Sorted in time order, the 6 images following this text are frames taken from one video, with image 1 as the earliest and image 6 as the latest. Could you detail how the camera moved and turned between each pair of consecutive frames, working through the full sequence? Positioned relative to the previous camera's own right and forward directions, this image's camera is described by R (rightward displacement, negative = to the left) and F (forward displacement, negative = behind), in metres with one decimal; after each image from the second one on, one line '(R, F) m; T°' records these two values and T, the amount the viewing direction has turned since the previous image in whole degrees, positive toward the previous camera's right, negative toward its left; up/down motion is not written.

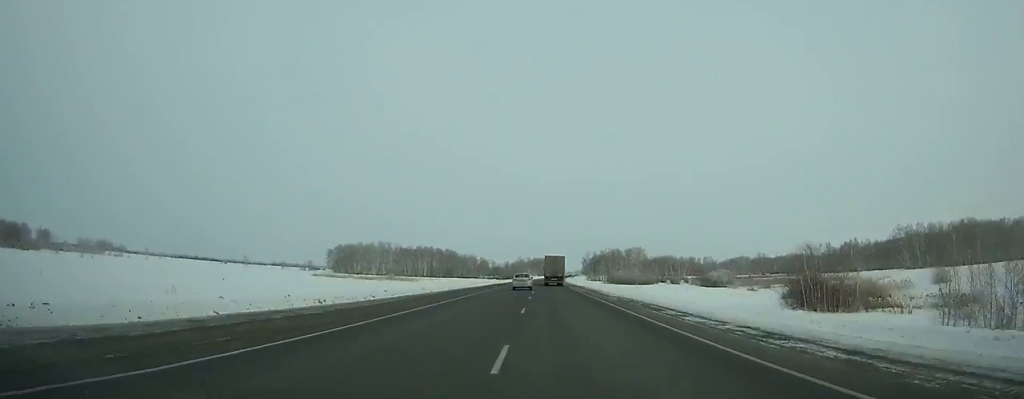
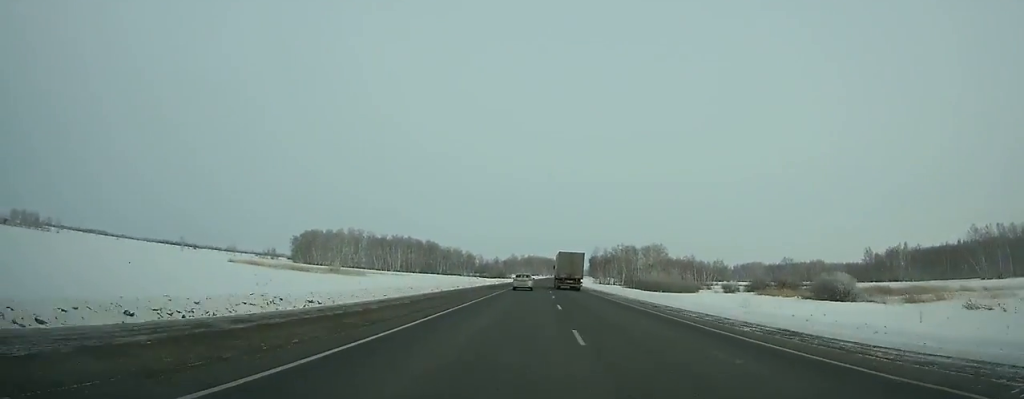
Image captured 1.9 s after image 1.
(+0.4, +57.0) m; +1°
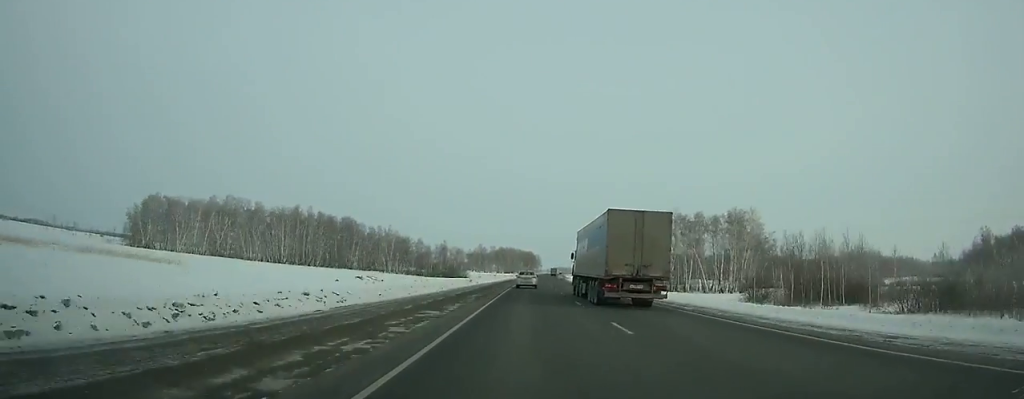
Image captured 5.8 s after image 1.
(+1.8, +119.0) m; +2°
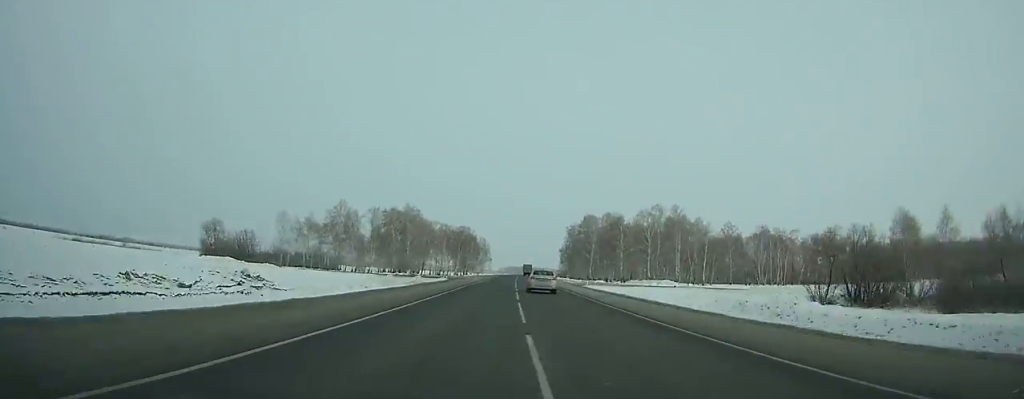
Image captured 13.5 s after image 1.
(+9.0, +234.5) m; +4°
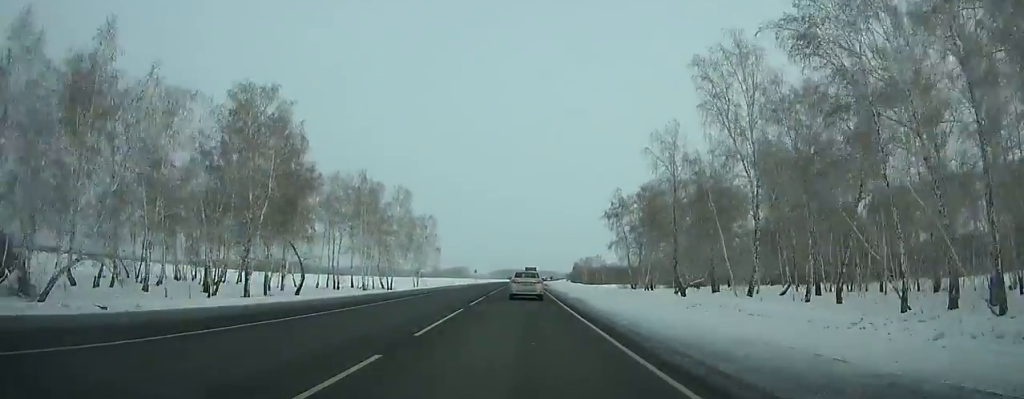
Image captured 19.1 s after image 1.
(+1.6, +160.1) m; +1°
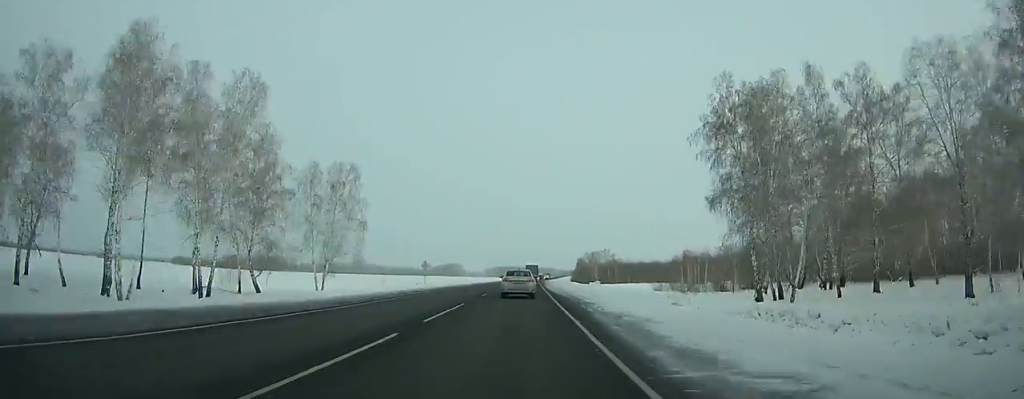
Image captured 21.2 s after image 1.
(+0.2, +57.6) m; 0°
